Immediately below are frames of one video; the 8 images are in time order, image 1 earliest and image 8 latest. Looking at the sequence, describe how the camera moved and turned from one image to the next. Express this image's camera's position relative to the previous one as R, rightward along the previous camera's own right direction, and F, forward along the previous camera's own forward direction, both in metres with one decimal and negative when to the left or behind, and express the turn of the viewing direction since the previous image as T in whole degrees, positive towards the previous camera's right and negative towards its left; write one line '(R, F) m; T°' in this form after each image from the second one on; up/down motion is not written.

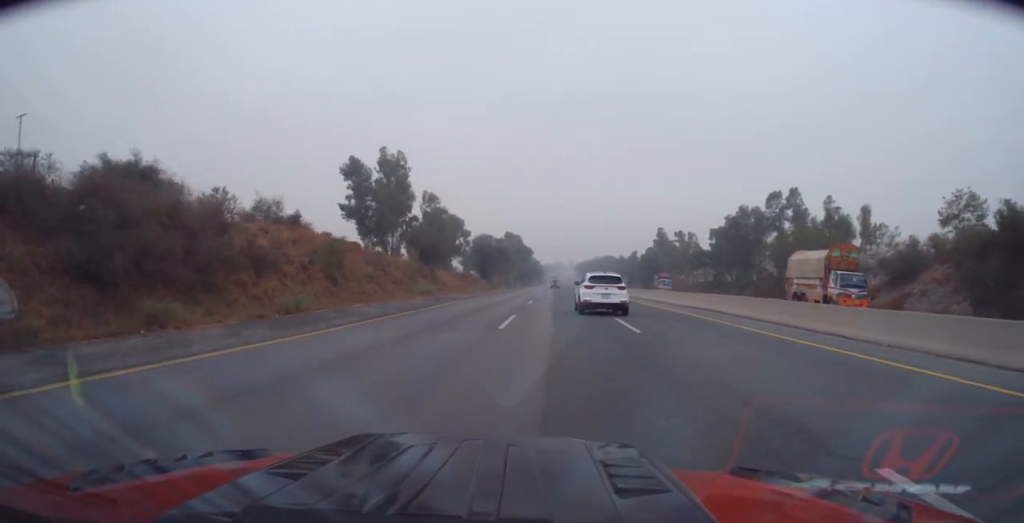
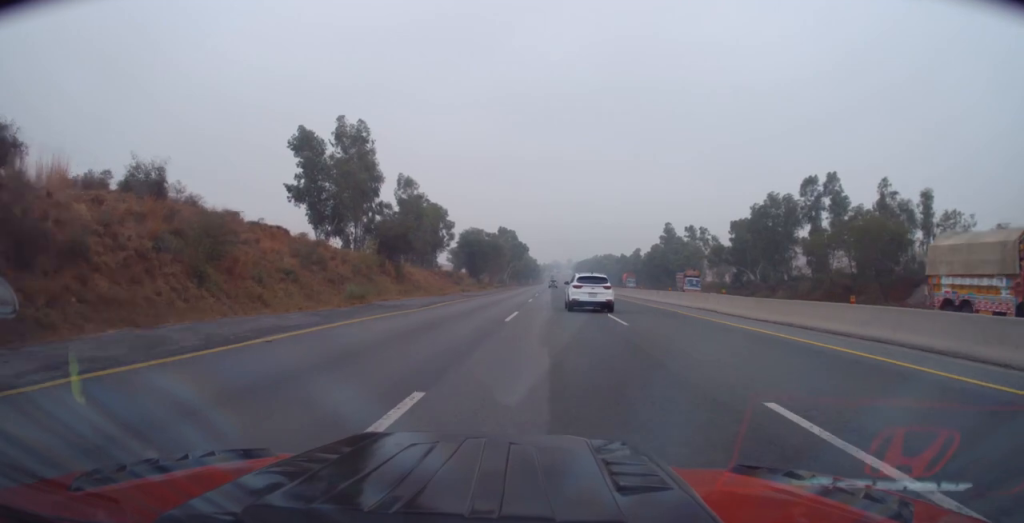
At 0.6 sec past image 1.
(+0.1, +15.7) m; 0°
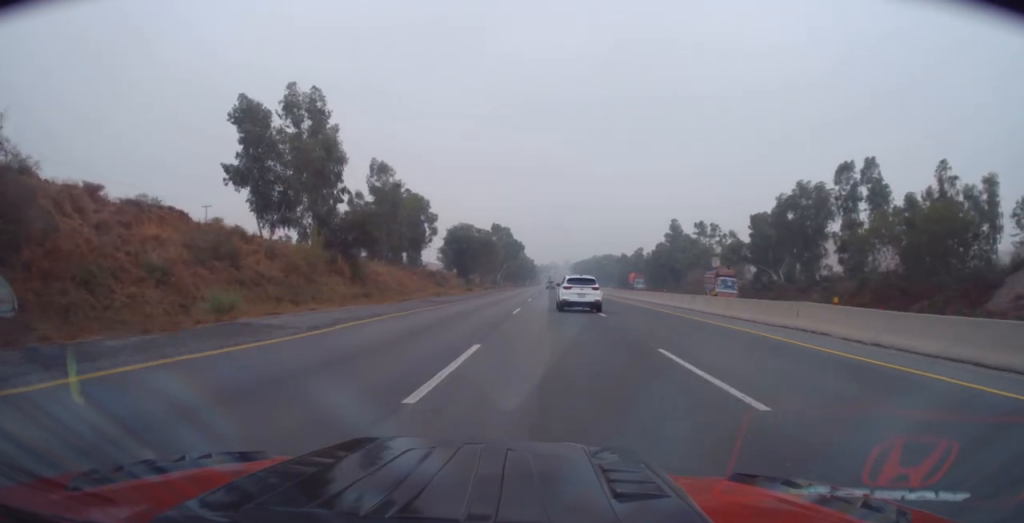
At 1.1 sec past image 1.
(0.0, +12.2) m; 0°
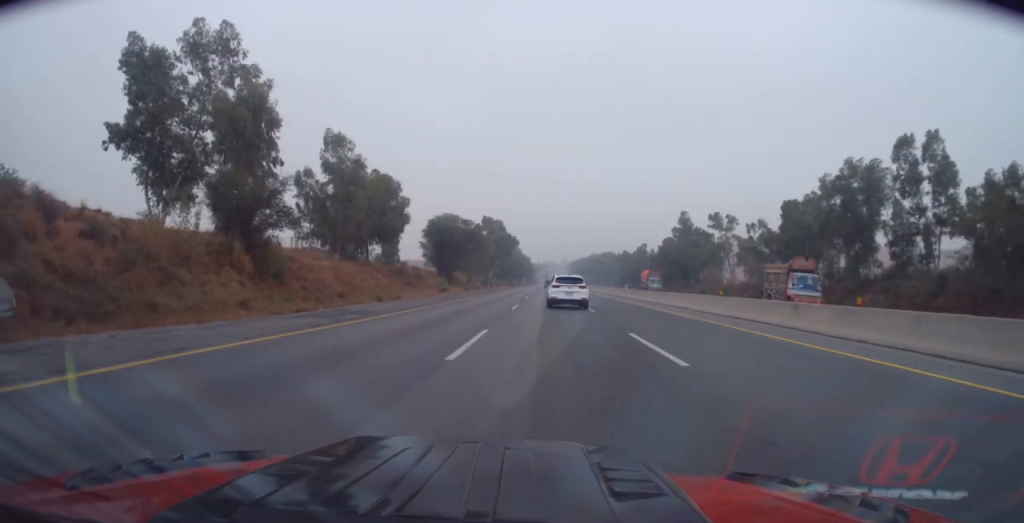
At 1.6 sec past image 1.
(0.0, +14.9) m; -1°
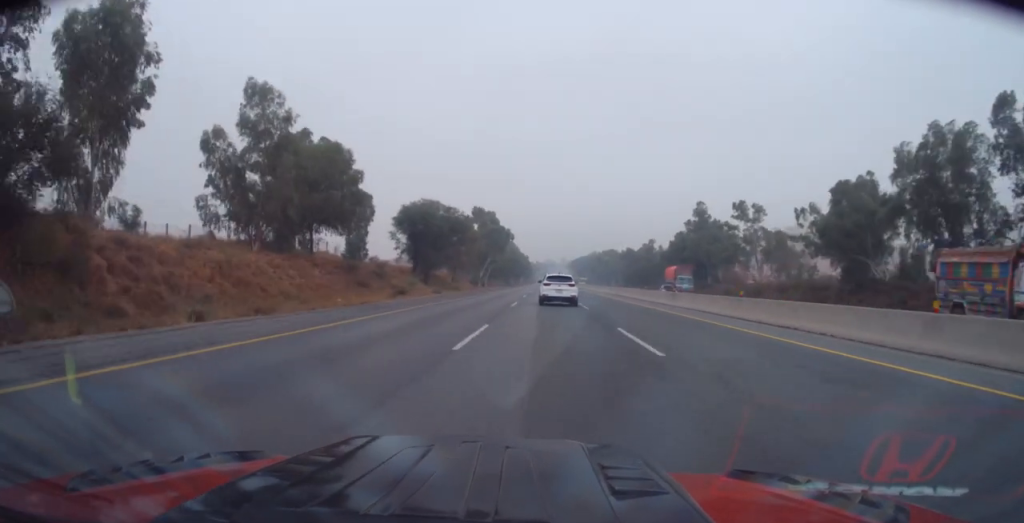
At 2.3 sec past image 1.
(-0.2, +16.8) m; -1°
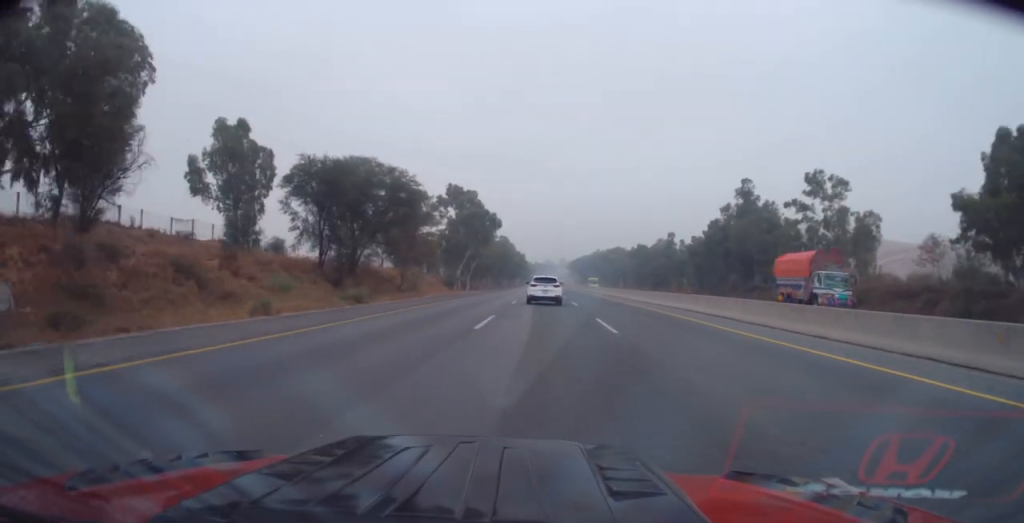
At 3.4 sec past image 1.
(-0.1, +31.0) m; +2°
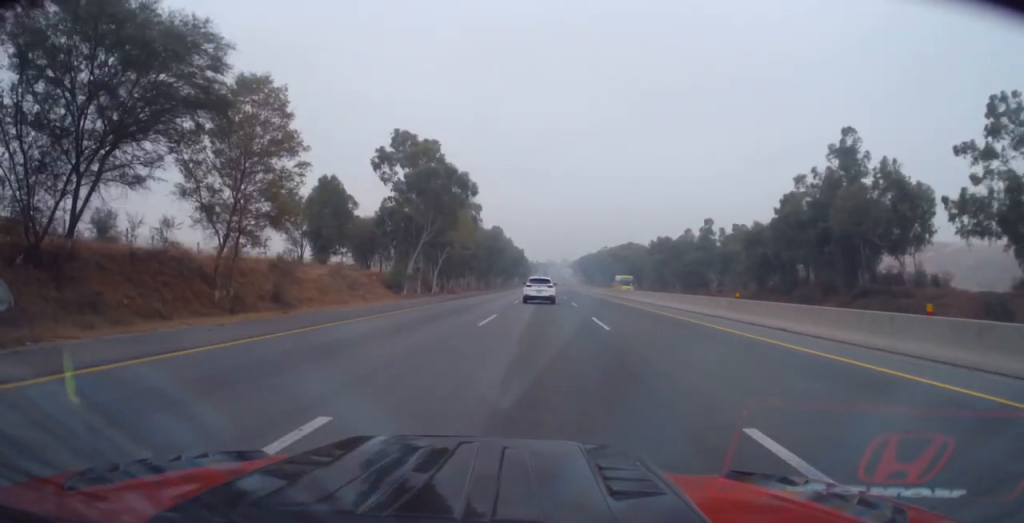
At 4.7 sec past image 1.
(+0.6, +34.7) m; -1°
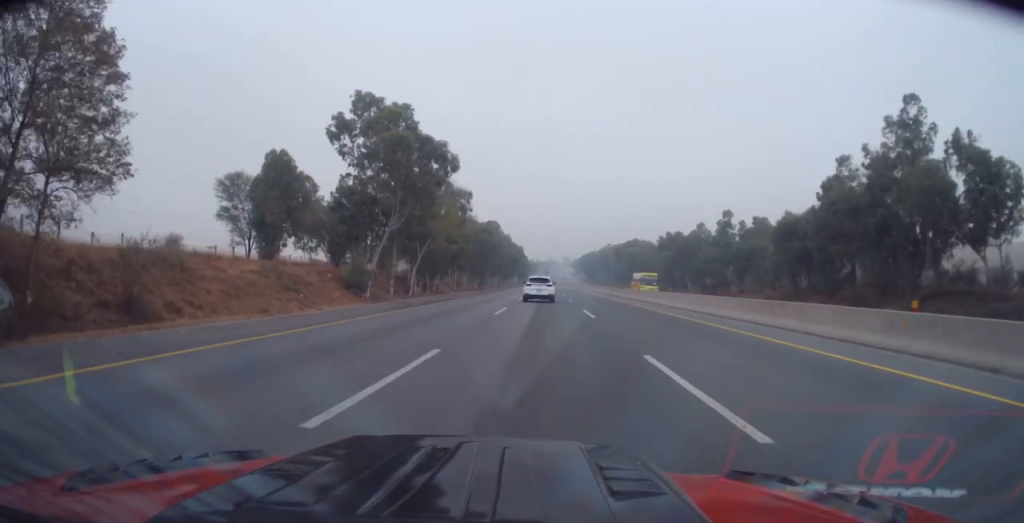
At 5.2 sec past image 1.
(-0.3, +12.5) m; -1°
